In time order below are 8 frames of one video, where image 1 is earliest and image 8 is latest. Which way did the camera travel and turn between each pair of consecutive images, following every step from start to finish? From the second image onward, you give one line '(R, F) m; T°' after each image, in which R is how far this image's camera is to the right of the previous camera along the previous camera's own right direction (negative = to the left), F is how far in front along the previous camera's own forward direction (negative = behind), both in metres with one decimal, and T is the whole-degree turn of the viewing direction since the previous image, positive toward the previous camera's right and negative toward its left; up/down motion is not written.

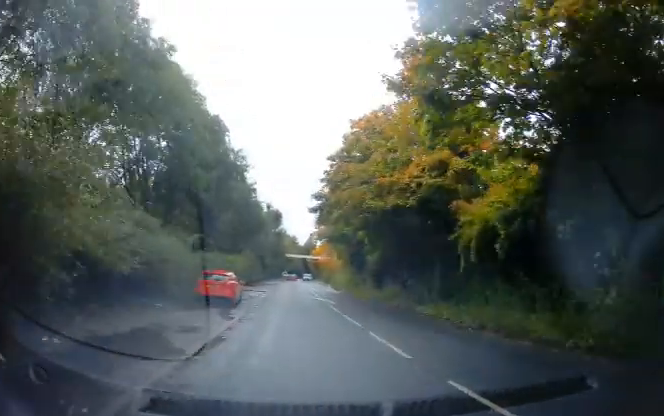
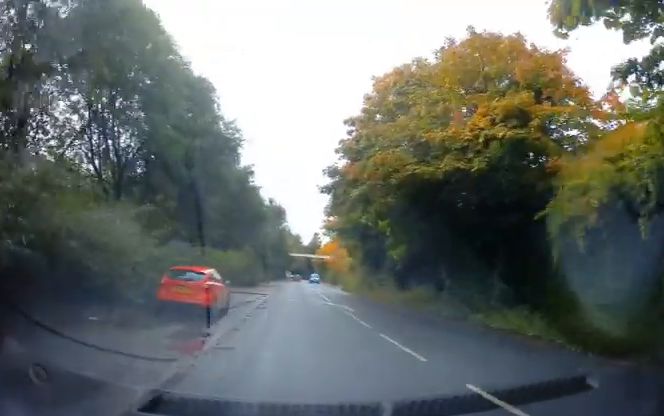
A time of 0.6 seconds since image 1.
(0.0, +6.3) m; +2°
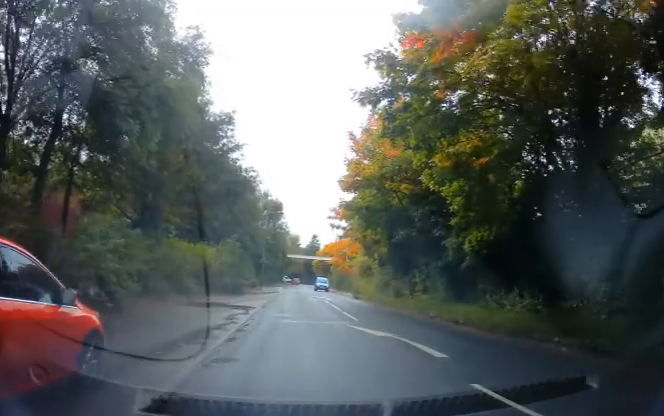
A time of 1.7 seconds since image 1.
(+0.4, +11.7) m; 0°
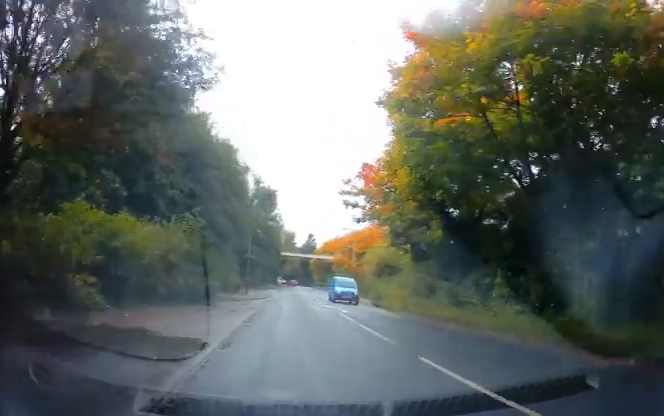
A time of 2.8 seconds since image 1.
(-0.7, +12.1) m; -4°
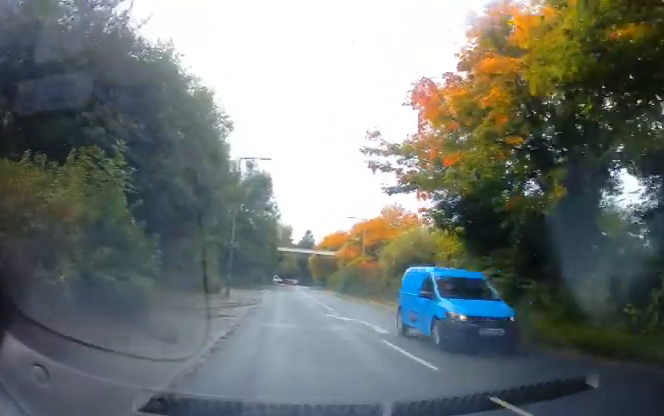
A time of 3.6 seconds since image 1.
(-0.1, +9.7) m; +2°
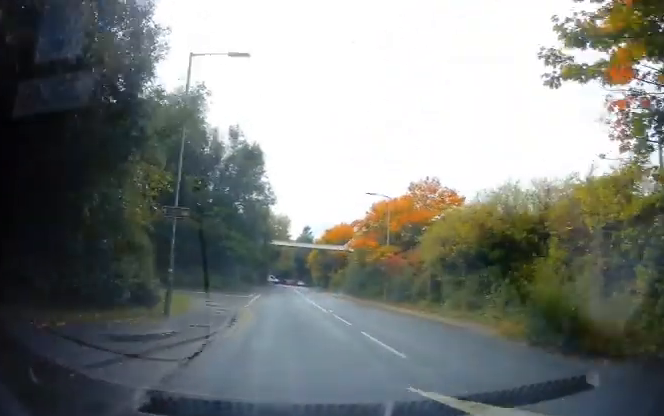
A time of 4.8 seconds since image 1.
(+0.9, +13.6) m; +1°
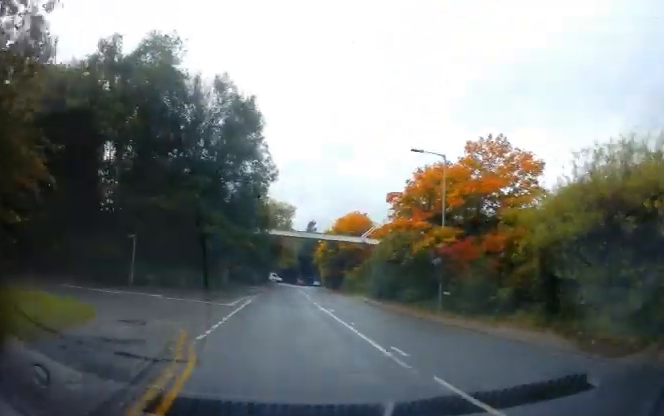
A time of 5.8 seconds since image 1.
(-0.9, +12.0) m; -3°
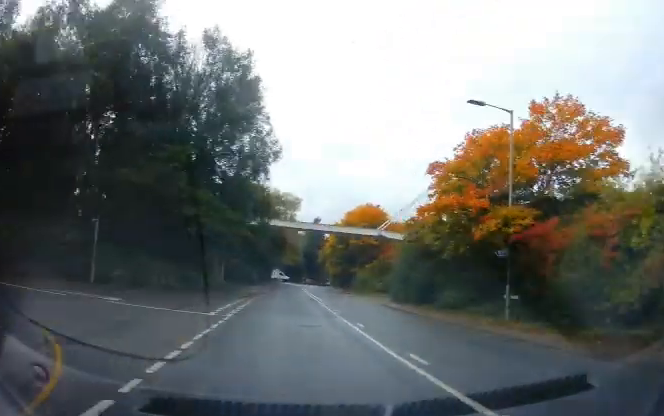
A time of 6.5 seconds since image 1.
(+0.1, +6.7) m; +6°
